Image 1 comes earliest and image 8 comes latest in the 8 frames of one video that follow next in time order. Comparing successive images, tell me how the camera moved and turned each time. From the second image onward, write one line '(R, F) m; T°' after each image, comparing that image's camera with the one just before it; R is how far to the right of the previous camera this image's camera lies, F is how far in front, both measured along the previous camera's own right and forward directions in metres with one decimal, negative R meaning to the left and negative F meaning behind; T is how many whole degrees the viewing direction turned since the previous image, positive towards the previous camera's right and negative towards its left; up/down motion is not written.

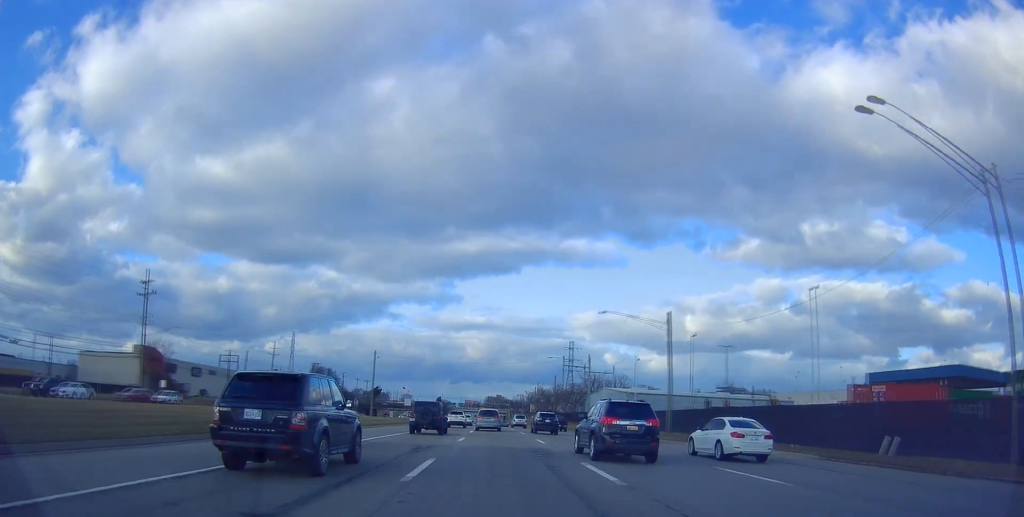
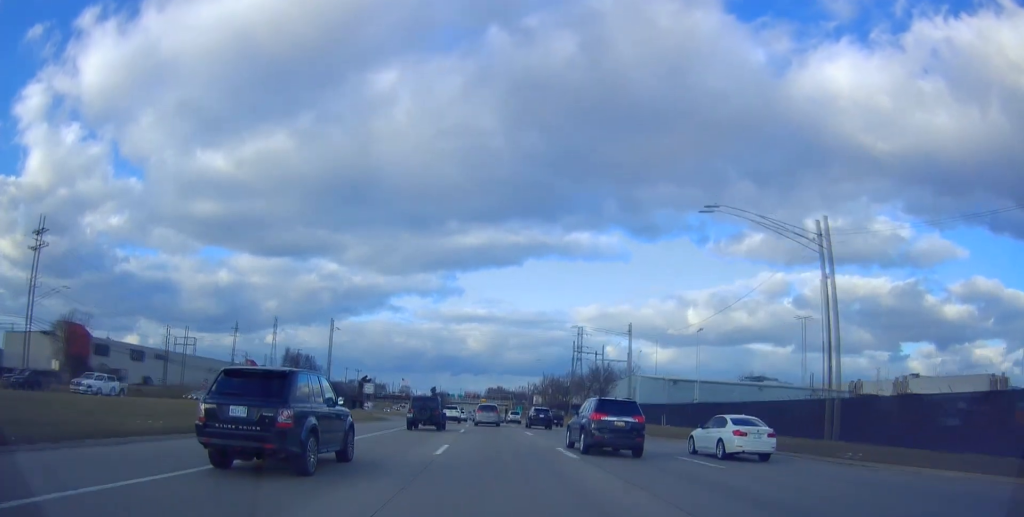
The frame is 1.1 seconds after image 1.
(0.0, +26.0) m; -1°
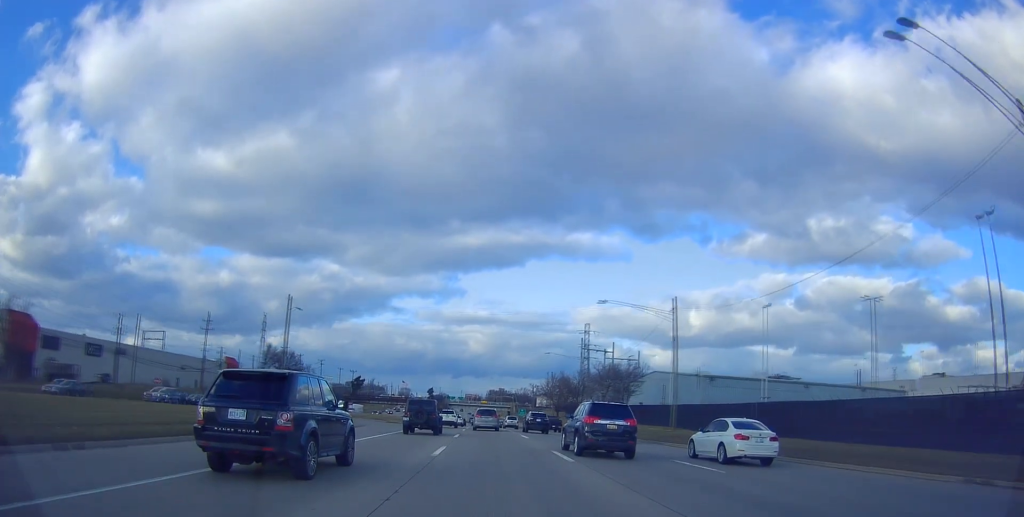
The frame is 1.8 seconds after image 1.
(-0.1, +15.4) m; 0°
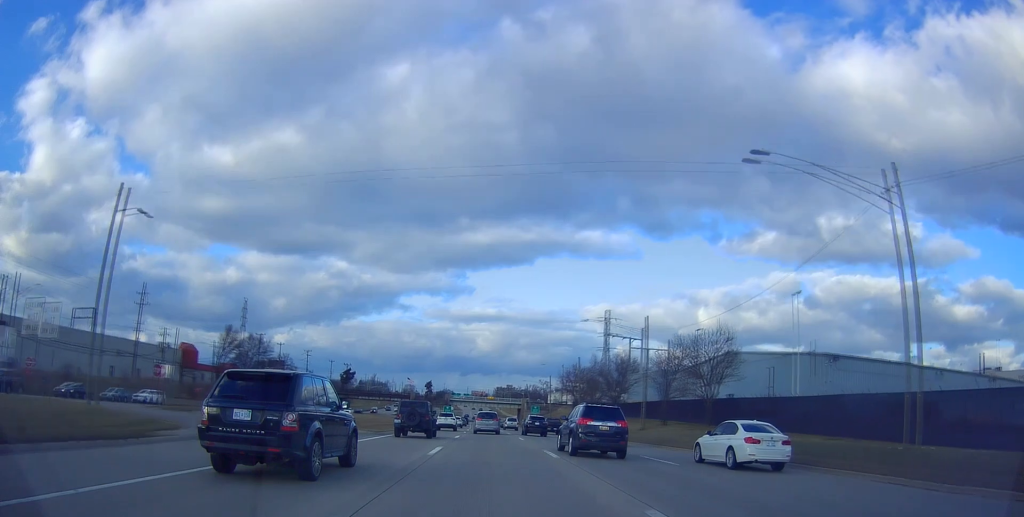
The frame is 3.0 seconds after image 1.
(0.0, +28.6) m; 0°
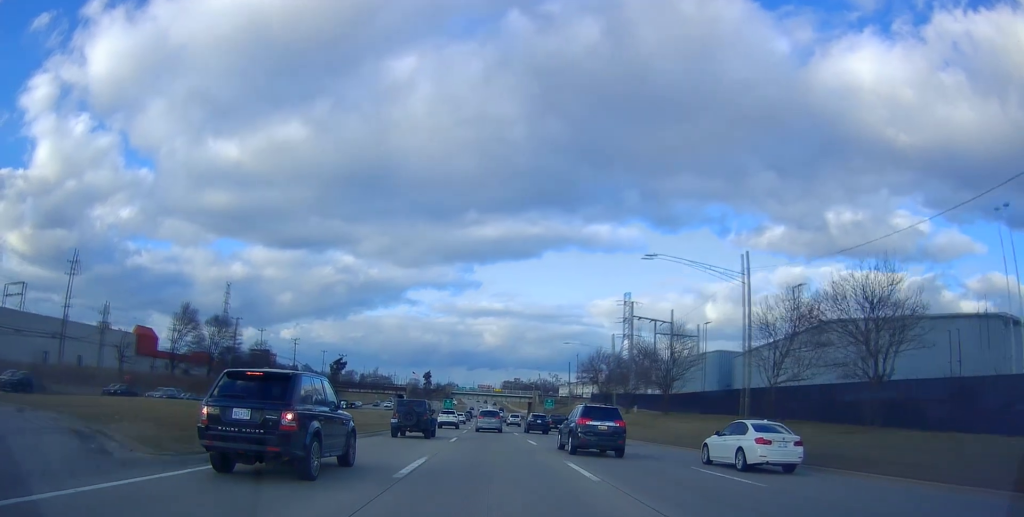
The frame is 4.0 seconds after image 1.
(0.0, +21.9) m; 0°
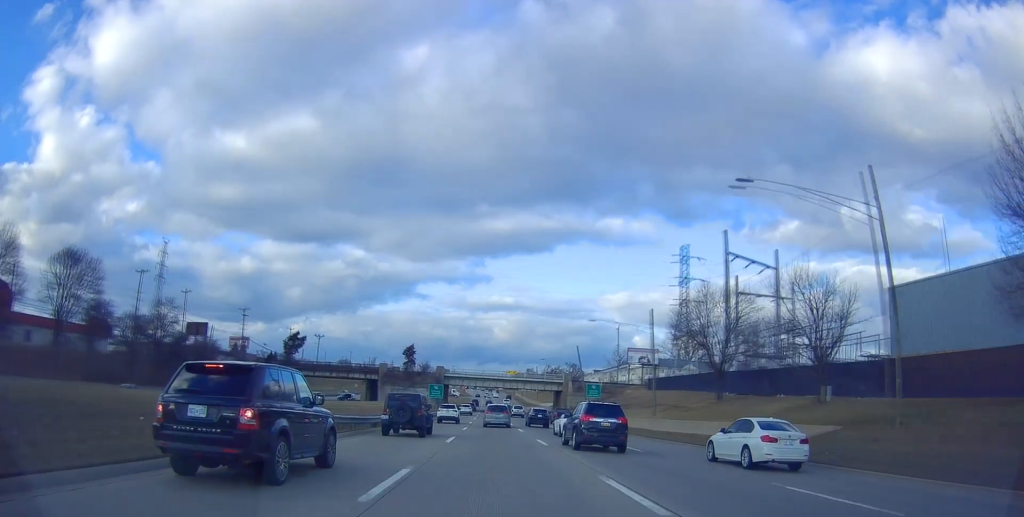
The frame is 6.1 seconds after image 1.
(-0.5, +51.4) m; -1°
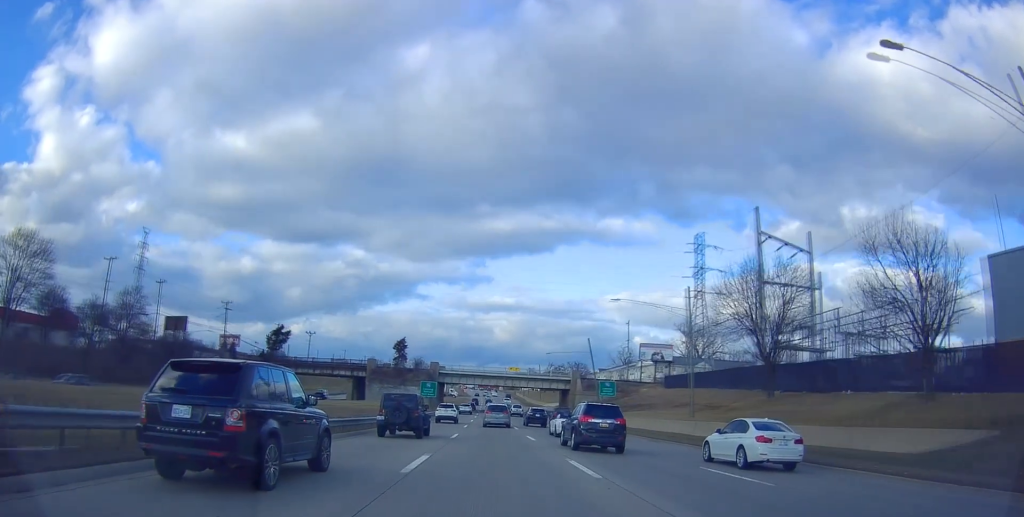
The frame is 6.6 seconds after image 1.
(-0.1, +11.2) m; 0°
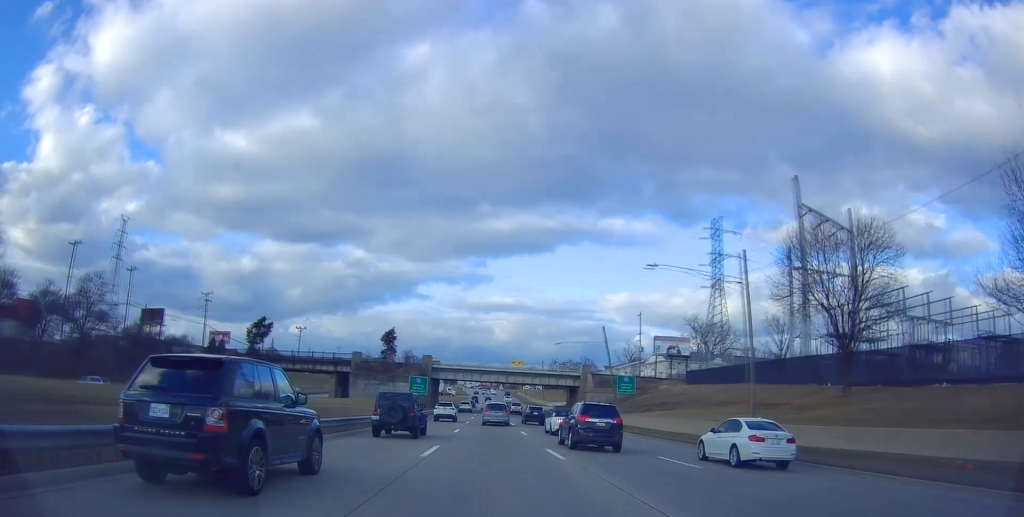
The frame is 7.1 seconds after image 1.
(+0.2, +11.2) m; 0°
